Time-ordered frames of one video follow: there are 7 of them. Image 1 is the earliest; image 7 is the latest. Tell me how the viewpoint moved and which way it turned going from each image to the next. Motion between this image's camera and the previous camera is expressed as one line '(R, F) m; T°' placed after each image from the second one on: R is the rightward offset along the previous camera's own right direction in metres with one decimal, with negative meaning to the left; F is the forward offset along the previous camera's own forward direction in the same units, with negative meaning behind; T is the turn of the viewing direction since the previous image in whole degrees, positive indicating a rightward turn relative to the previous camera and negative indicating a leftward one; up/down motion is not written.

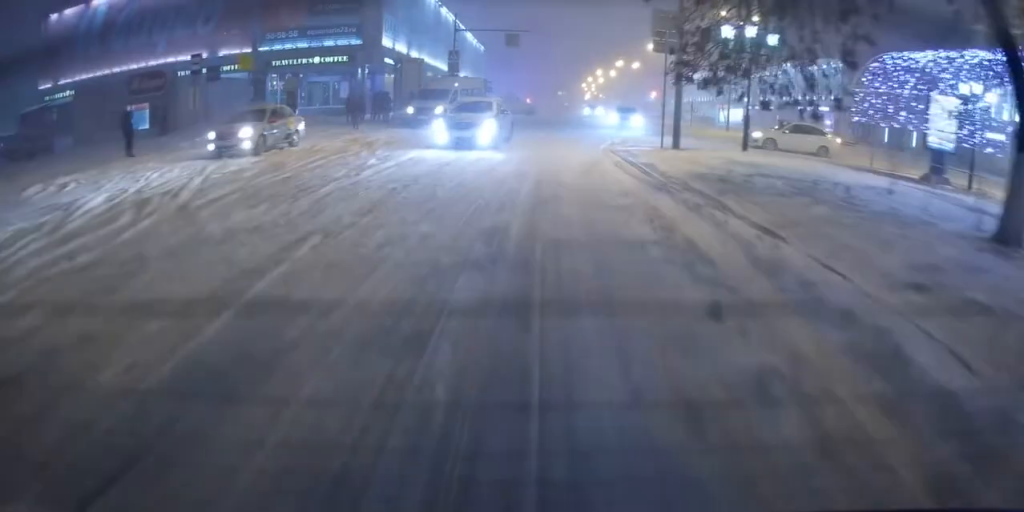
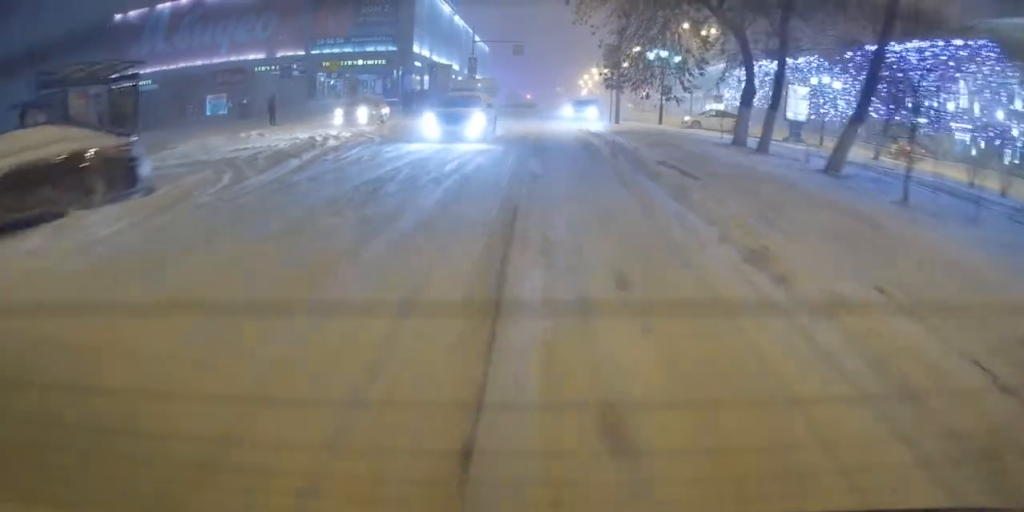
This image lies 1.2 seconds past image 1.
(-0.4, +11.9) m; -2°
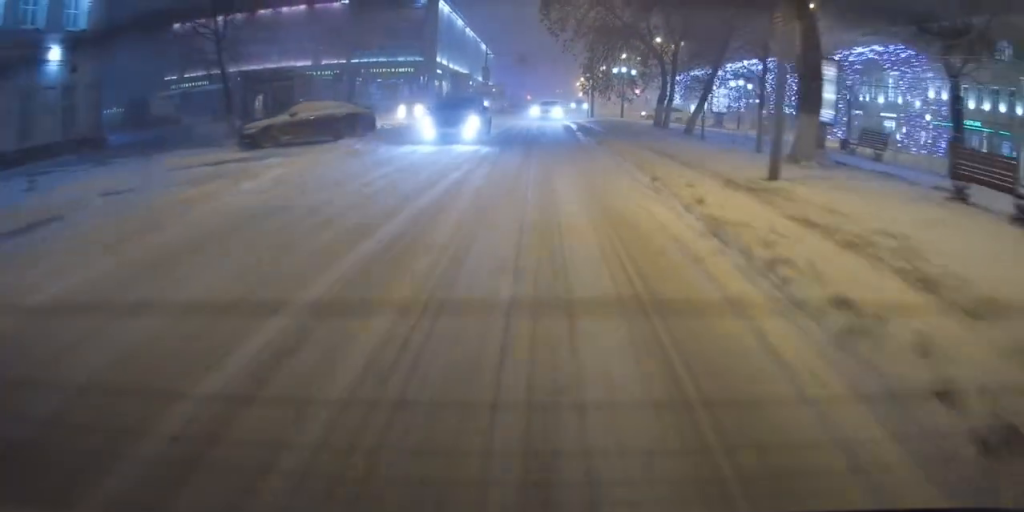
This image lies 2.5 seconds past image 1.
(-0.1, +12.8) m; 0°
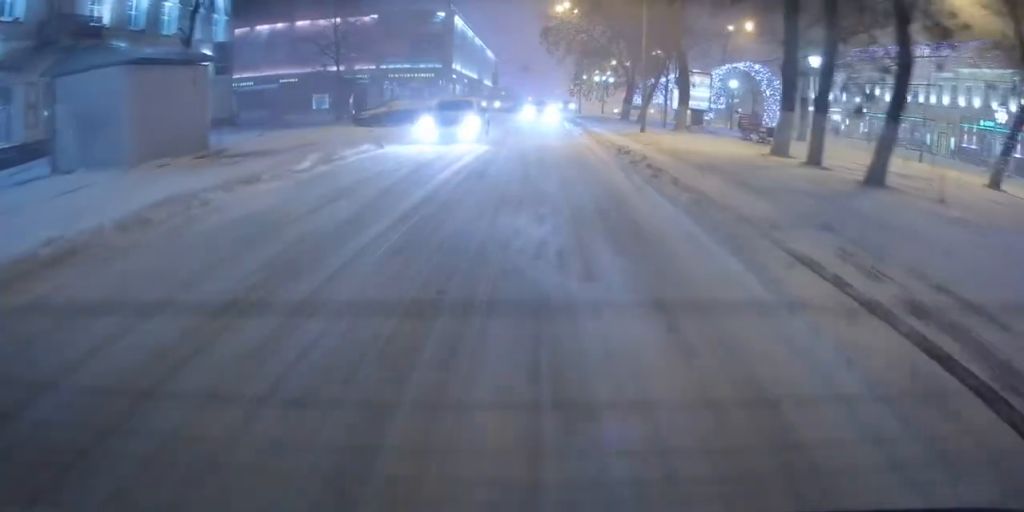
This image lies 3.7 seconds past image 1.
(+0.1, +13.1) m; +2°
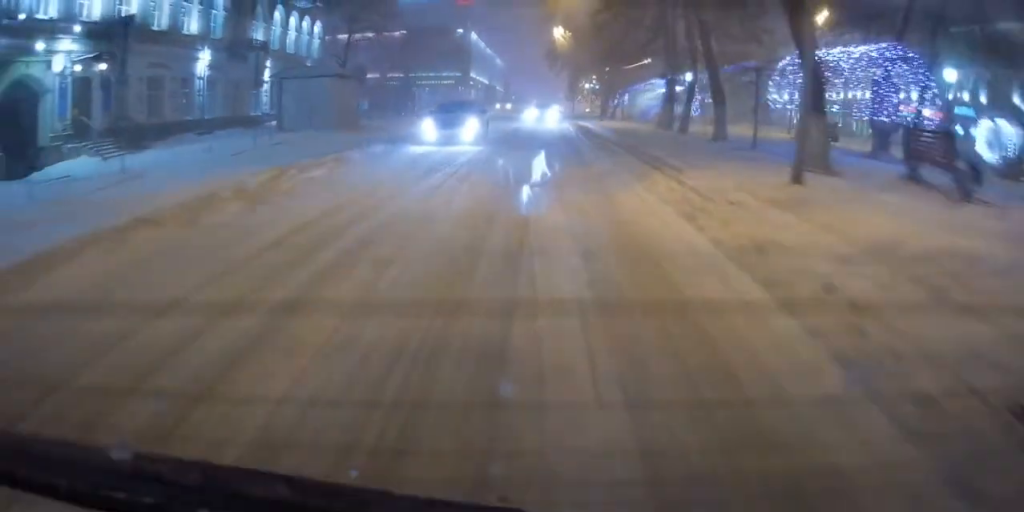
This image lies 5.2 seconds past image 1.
(+0.2, +16.0) m; 0°
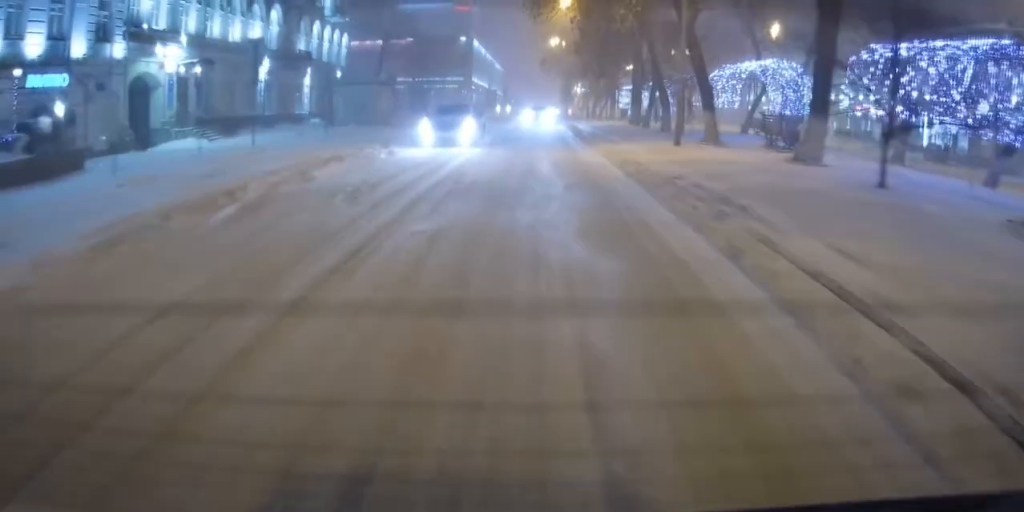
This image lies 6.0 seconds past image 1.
(-0.1, +8.5) m; -1°
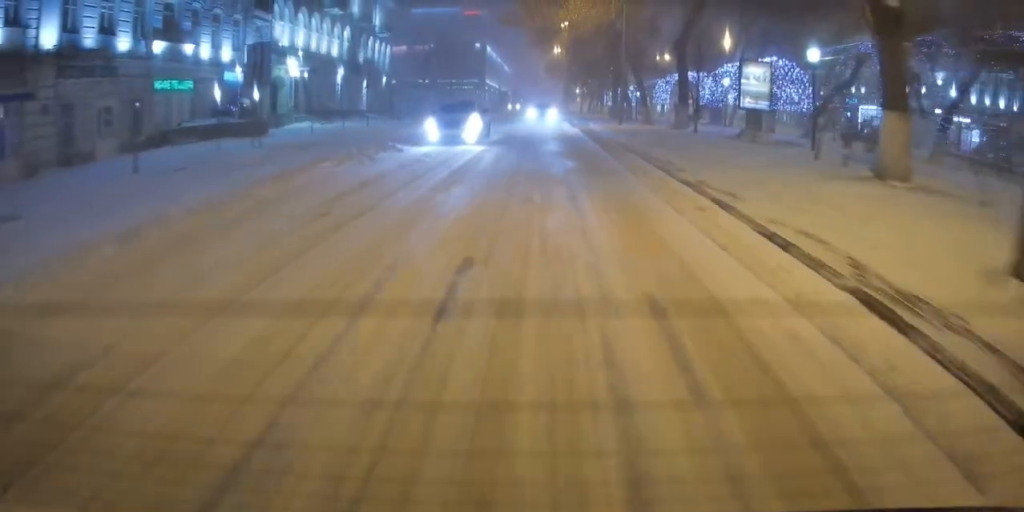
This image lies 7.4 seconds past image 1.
(-0.4, +16.0) m; 0°
